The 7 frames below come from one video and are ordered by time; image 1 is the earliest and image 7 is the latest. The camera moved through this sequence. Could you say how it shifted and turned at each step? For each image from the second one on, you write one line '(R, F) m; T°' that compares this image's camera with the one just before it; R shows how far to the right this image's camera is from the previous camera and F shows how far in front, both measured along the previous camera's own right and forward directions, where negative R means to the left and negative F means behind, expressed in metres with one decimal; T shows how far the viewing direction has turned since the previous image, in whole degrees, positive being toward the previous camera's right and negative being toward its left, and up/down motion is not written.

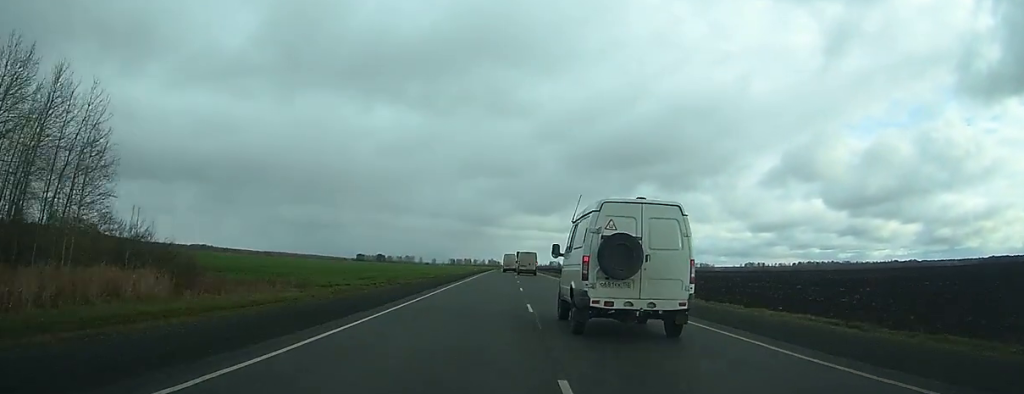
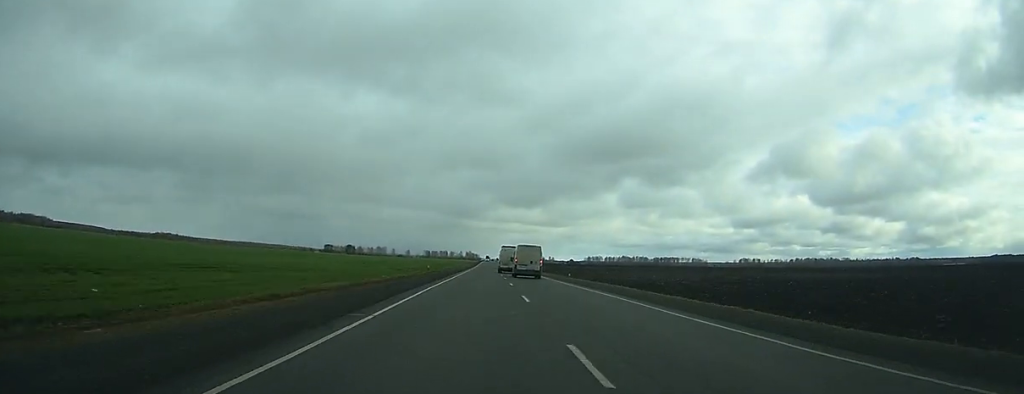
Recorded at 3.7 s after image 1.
(+1.0, +105.4) m; +1°
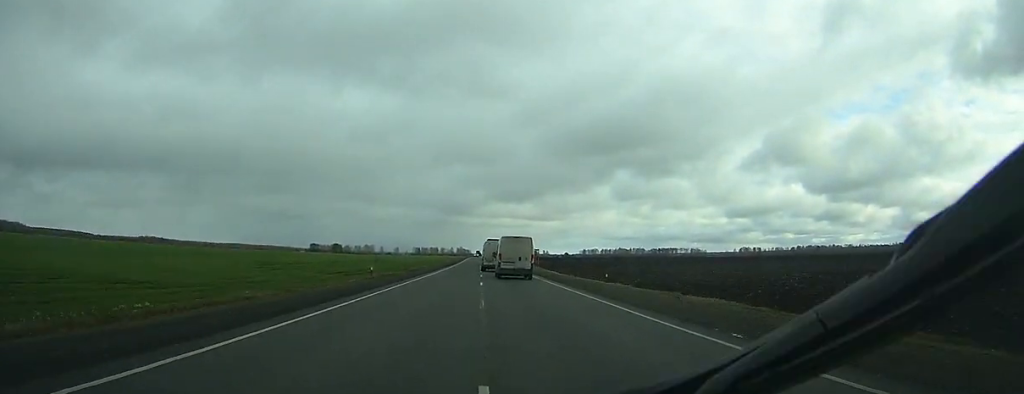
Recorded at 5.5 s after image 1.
(+0.4, +51.6) m; 0°
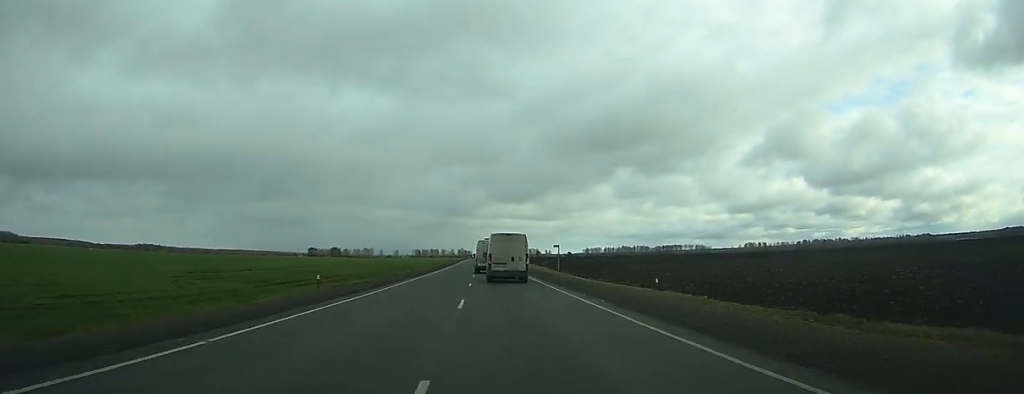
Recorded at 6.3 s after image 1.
(+0.2, +24.1) m; 0°
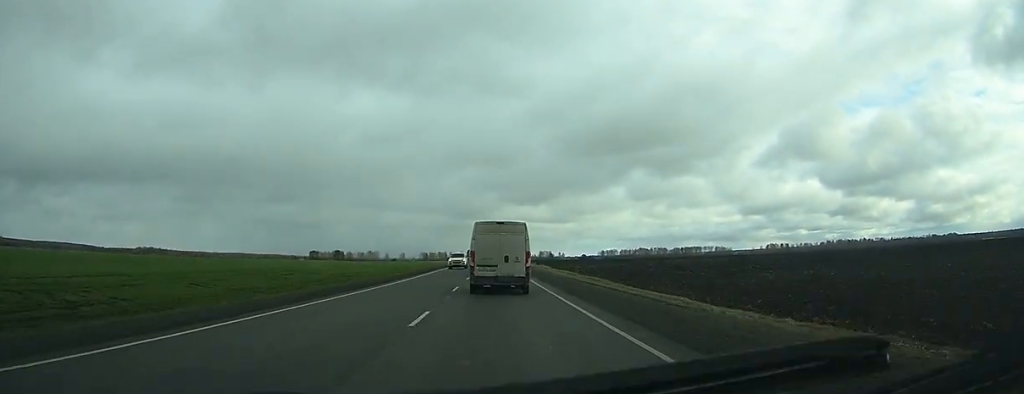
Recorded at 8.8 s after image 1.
(-0.4, +63.4) m; -1°
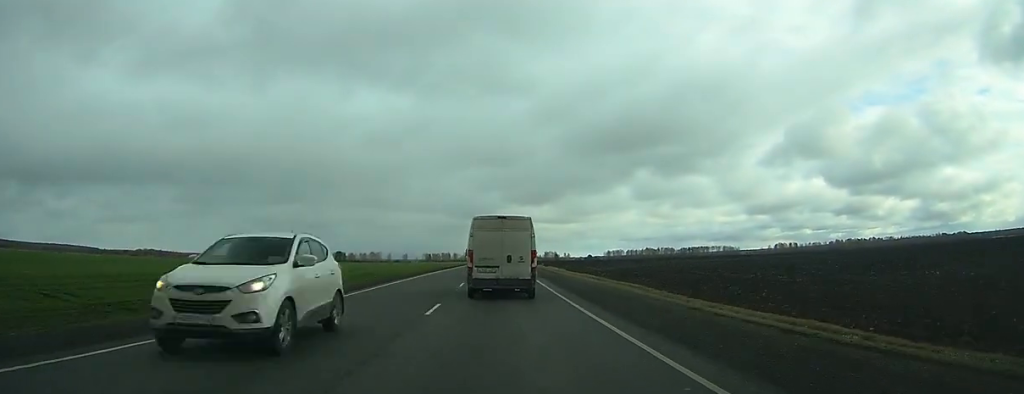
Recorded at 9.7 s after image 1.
(0.0, +20.8) m; 0°
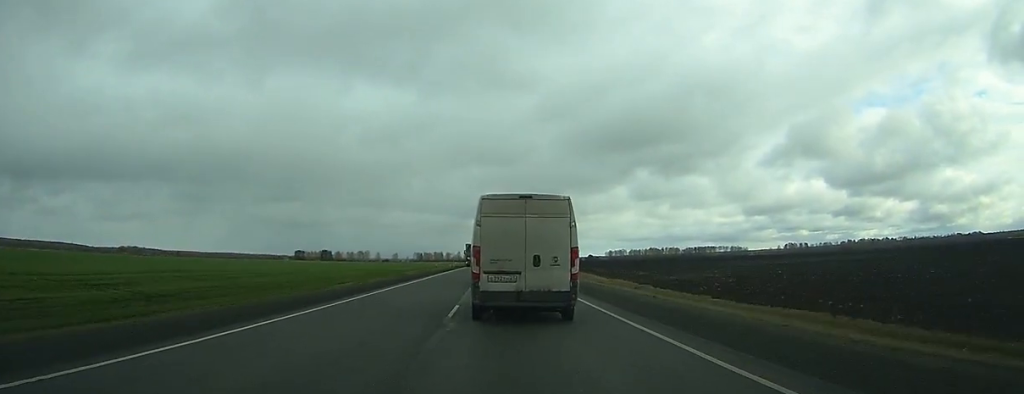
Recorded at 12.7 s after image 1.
(-0.1, +73.6) m; 0°
